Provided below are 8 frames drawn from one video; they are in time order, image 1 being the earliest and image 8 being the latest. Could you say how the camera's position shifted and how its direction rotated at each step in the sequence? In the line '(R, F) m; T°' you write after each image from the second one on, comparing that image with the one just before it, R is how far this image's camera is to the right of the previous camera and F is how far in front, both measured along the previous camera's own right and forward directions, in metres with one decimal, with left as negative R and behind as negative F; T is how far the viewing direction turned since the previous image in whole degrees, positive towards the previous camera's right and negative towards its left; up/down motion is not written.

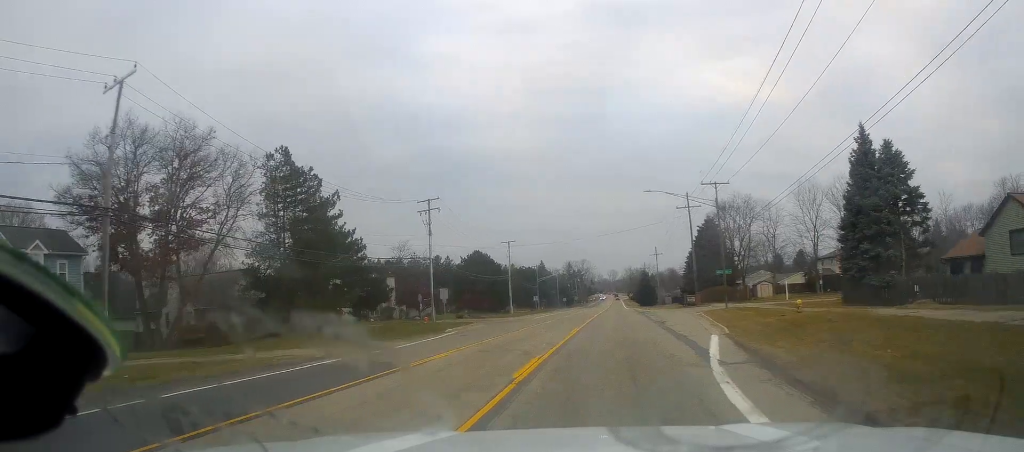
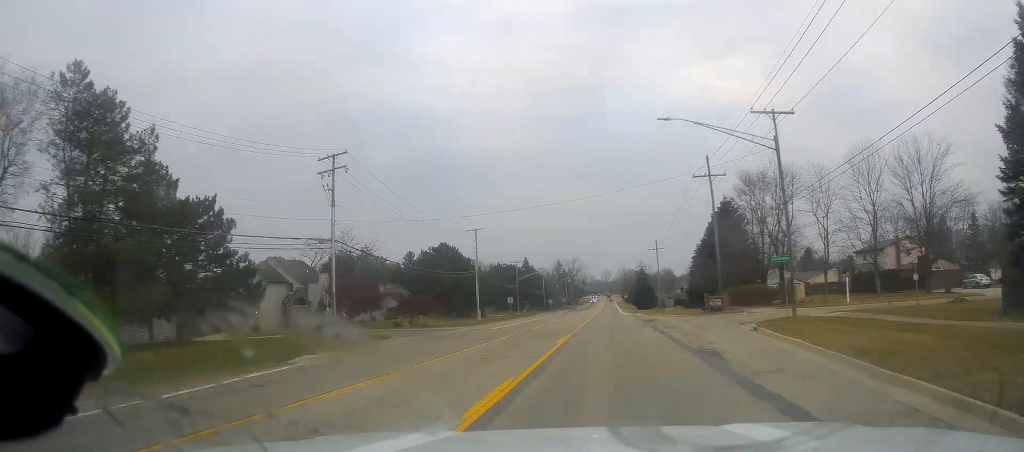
(+0.6, +19.8) m; +1°
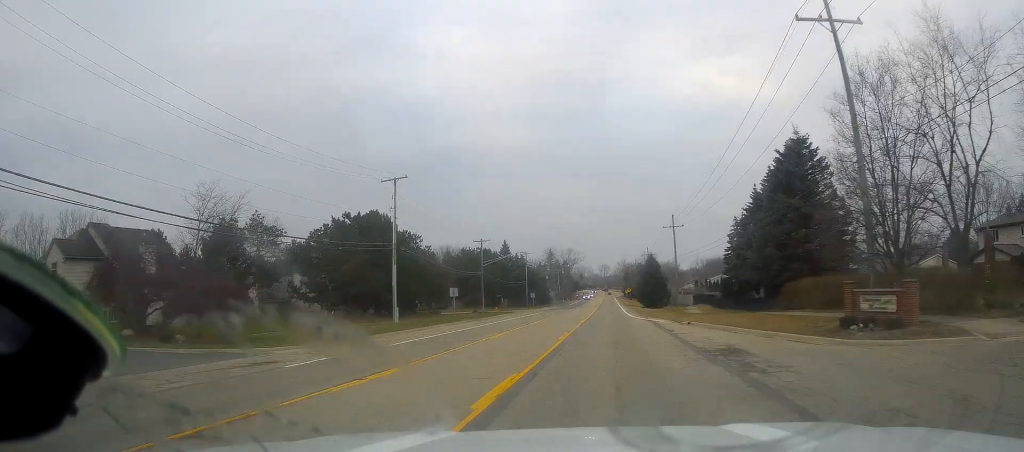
(-0.5, +30.7) m; 0°
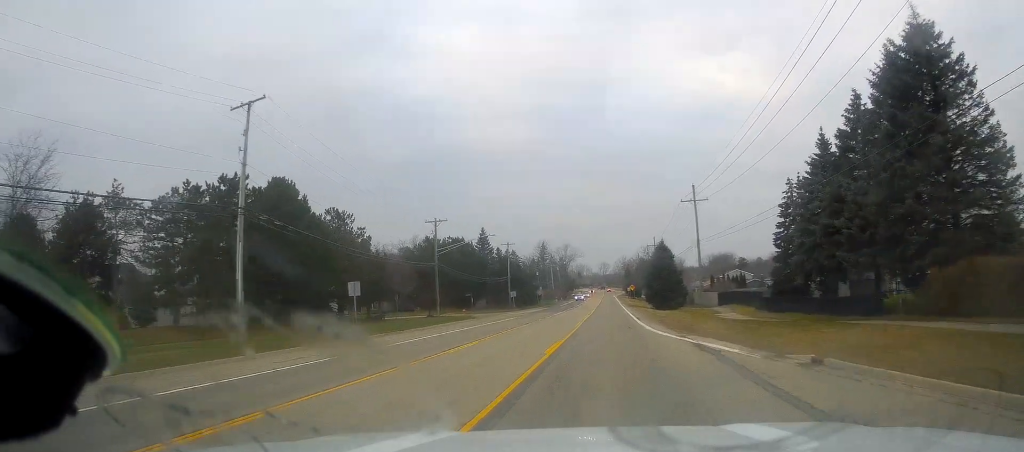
(+0.8, +21.6) m; 0°
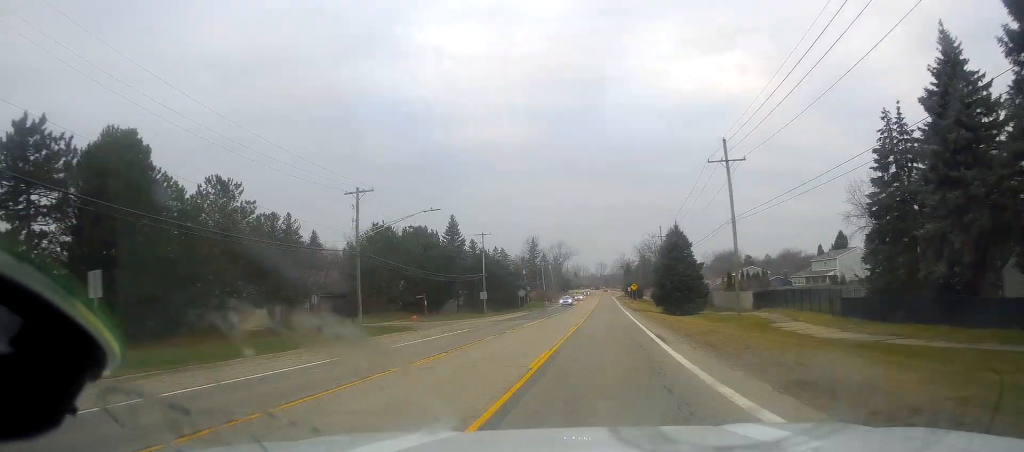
(-0.9, +18.9) m; -1°
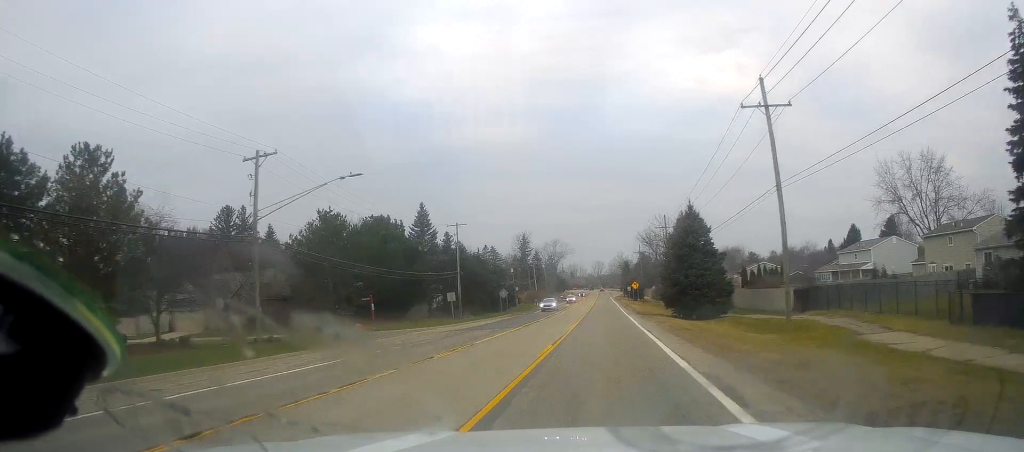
(+0.4, +12.9) m; +1°
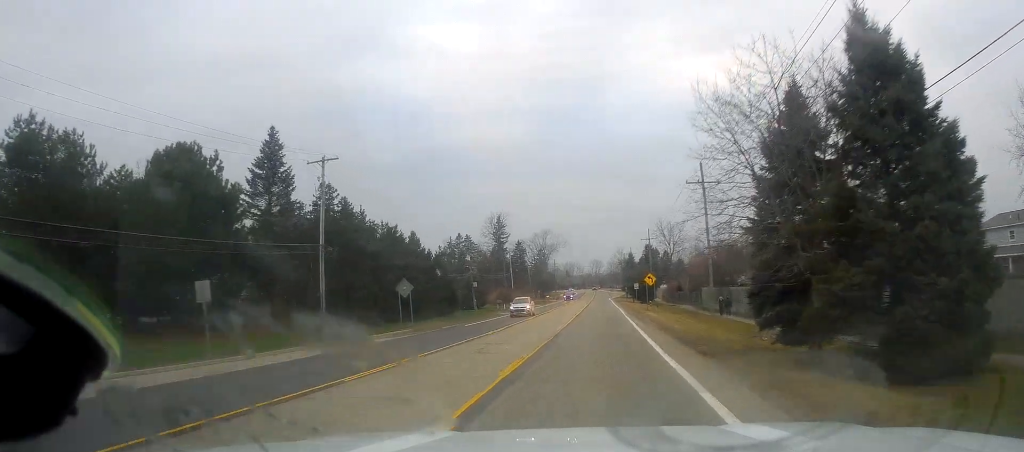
(+0.3, +34.6) m; +1°
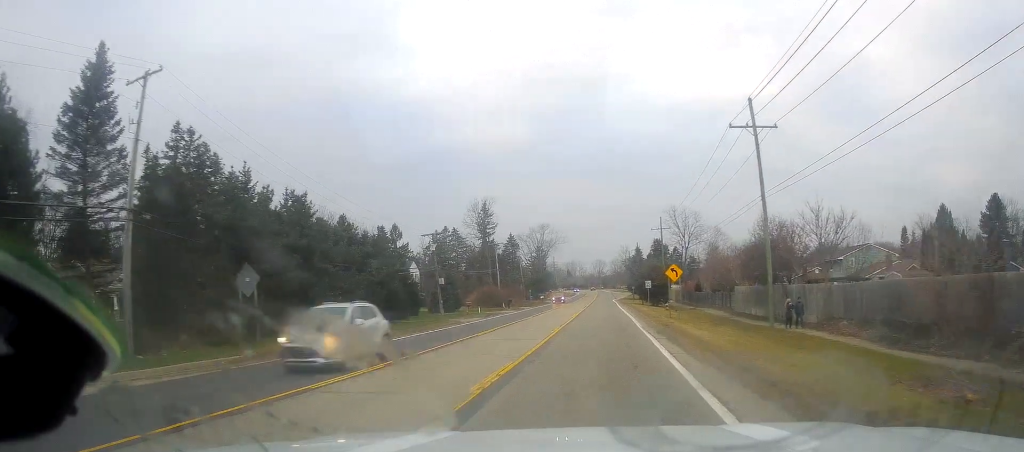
(0.0, +17.7) m; 0°
